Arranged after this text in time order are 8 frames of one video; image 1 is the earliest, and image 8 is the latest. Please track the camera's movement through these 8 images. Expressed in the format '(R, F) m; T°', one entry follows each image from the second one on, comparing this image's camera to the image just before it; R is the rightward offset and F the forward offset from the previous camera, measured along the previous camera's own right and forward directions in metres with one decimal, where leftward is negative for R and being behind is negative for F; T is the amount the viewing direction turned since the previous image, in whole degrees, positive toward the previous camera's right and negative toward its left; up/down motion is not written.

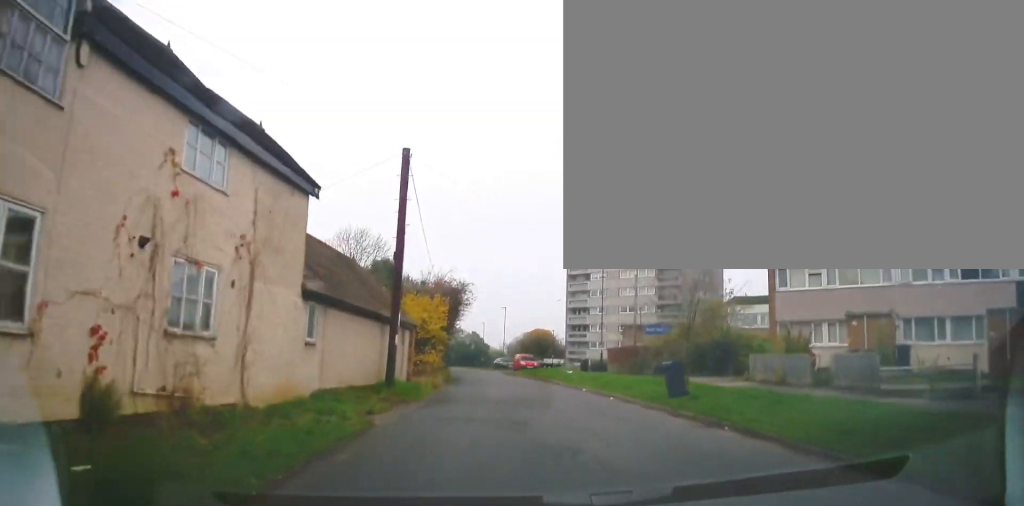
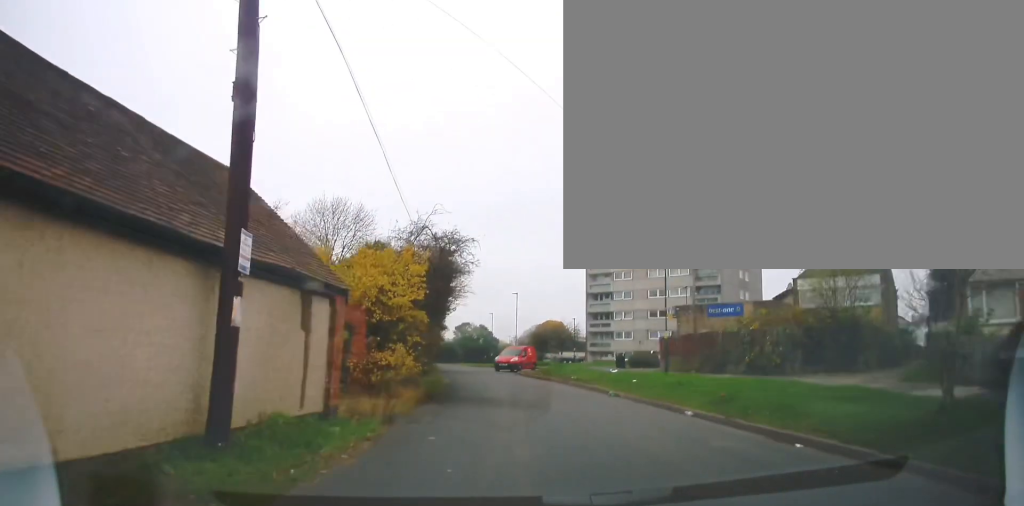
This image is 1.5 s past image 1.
(0.0, +11.5) m; -3°
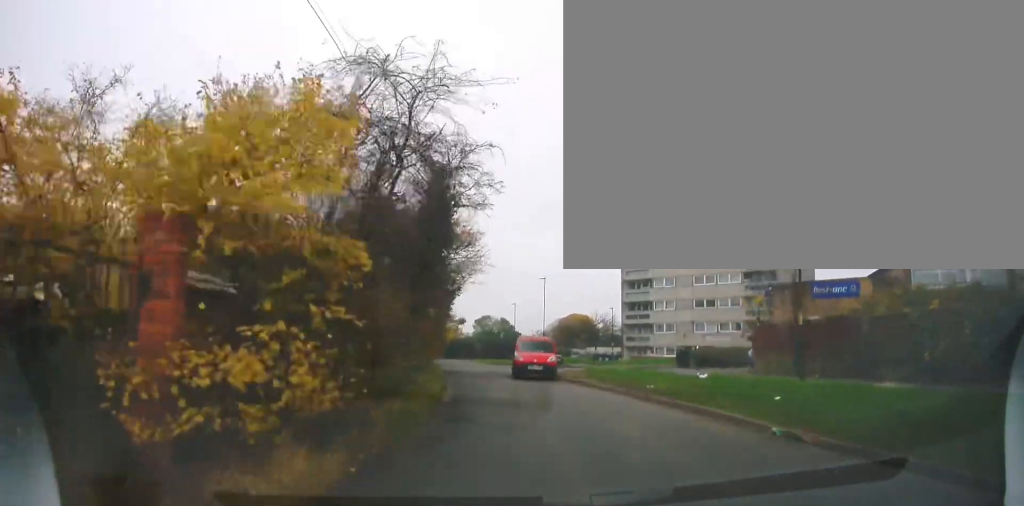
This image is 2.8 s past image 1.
(-0.2, +9.6) m; -2°
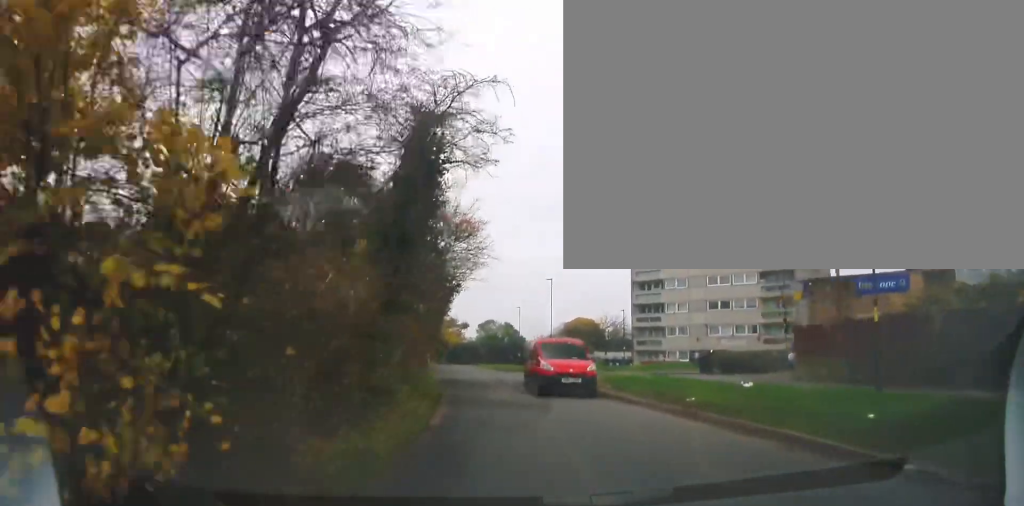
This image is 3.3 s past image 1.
(-0.1, +3.3) m; -1°
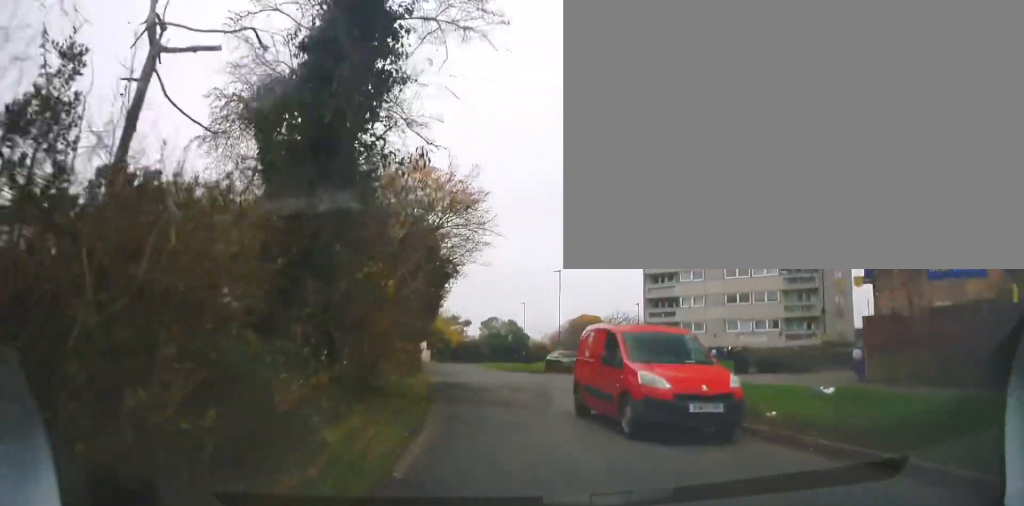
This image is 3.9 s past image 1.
(0.0, +4.4) m; -1°
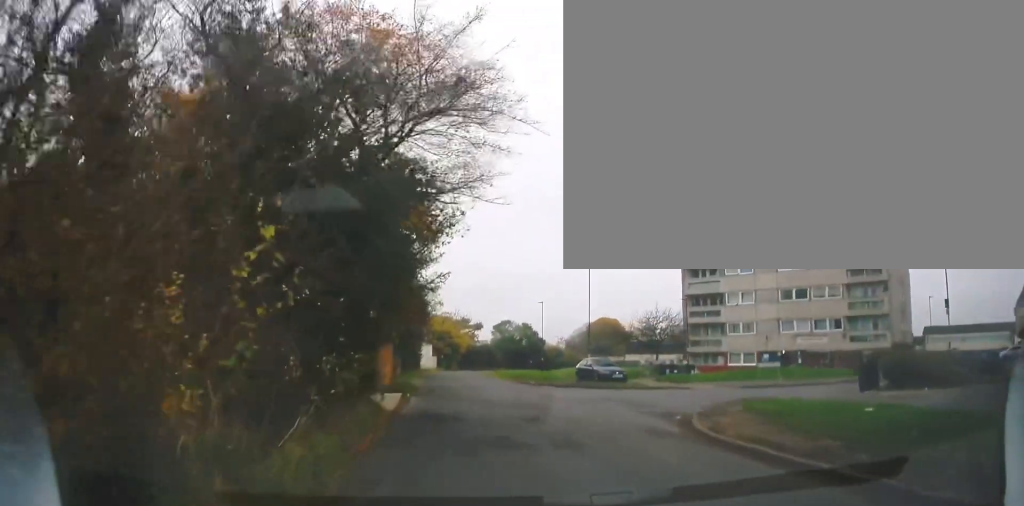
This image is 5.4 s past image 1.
(-0.2, +9.8) m; -1°
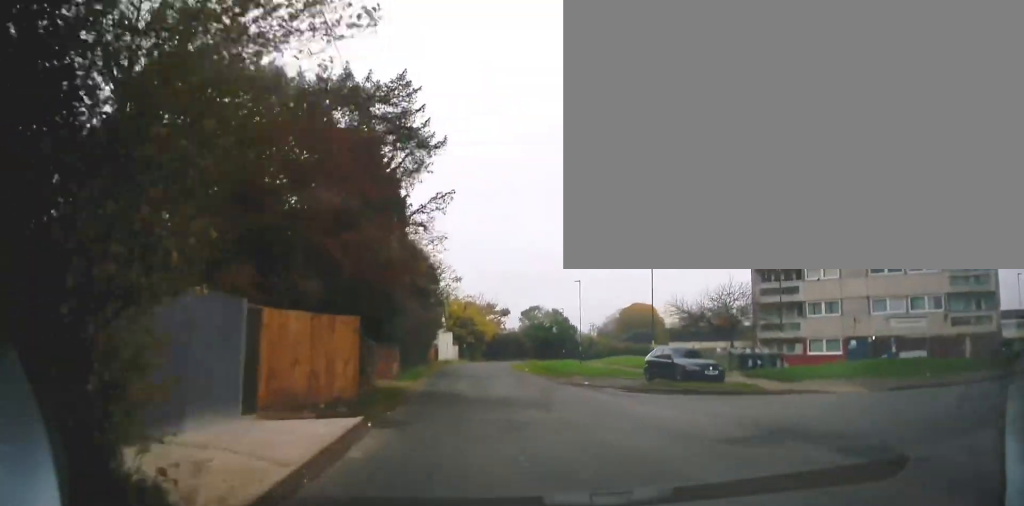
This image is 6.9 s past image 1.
(-0.1, +9.8) m; -3°
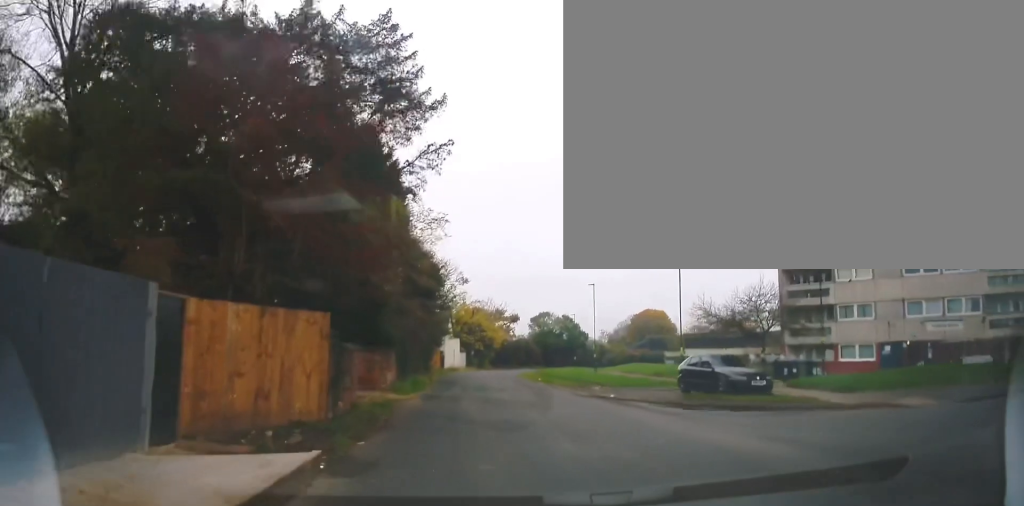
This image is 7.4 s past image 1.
(-0.1, +3.1) m; -2°
